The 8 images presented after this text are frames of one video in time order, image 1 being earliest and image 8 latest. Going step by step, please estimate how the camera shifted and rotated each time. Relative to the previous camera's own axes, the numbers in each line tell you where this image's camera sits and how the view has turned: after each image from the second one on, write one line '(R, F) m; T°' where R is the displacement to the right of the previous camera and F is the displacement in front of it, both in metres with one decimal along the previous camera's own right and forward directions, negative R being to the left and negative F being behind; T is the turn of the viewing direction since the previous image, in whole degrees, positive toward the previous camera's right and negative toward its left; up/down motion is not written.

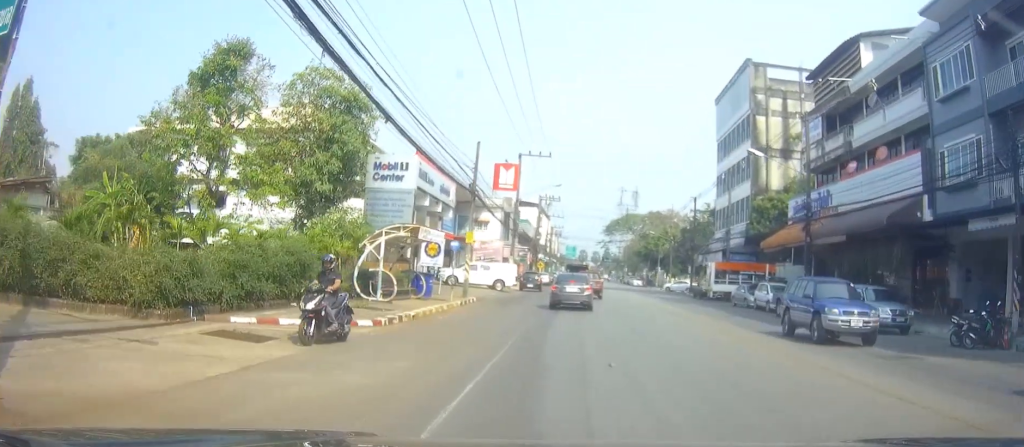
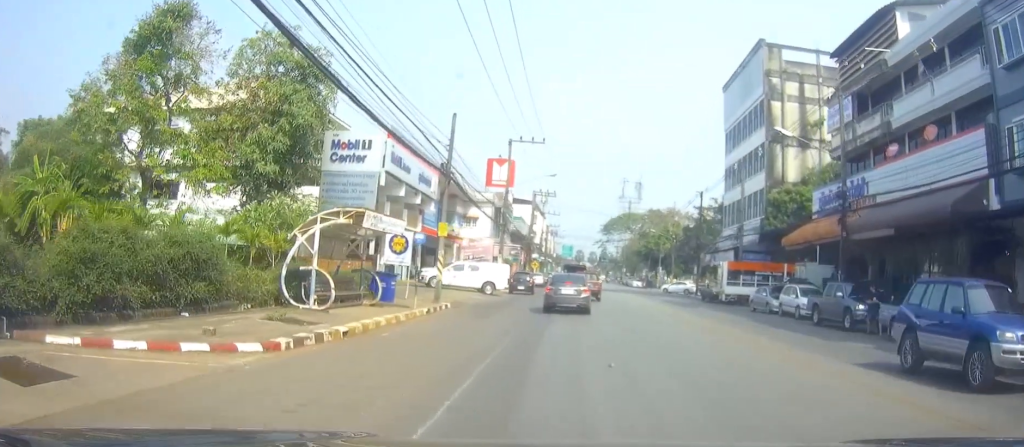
(+0.1, +5.8) m; 0°
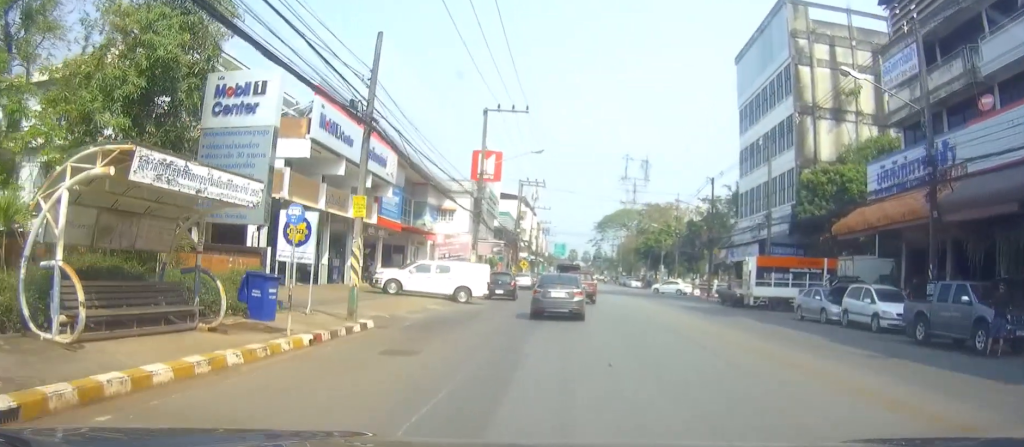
(0.0, +10.1) m; 0°
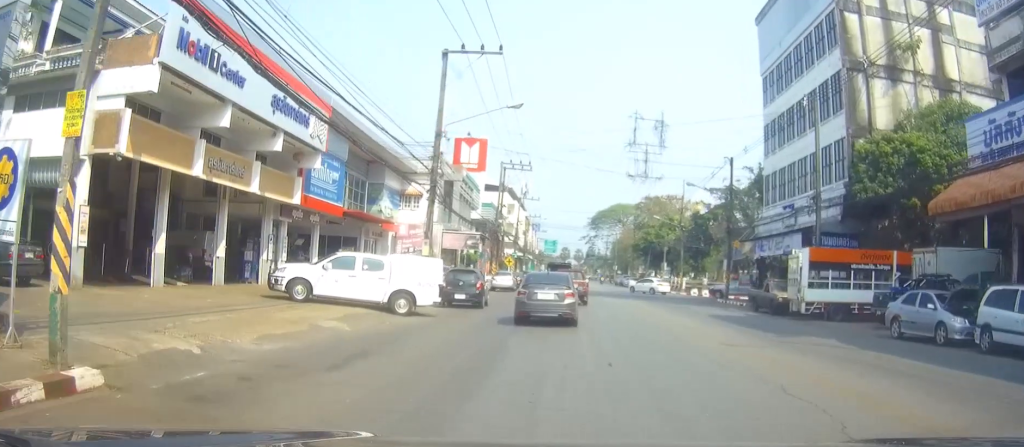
(0.0, +10.8) m; +1°
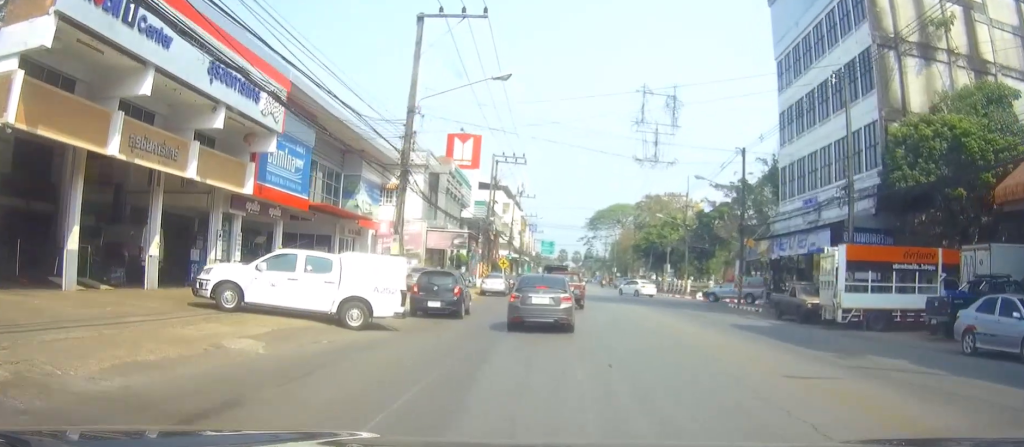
(+0.1, +4.8) m; -1°
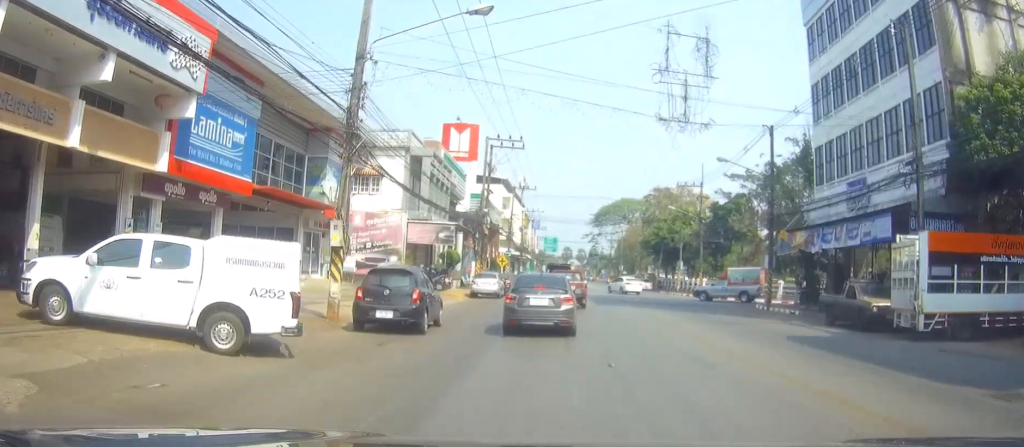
(-0.1, +6.4) m; -1°
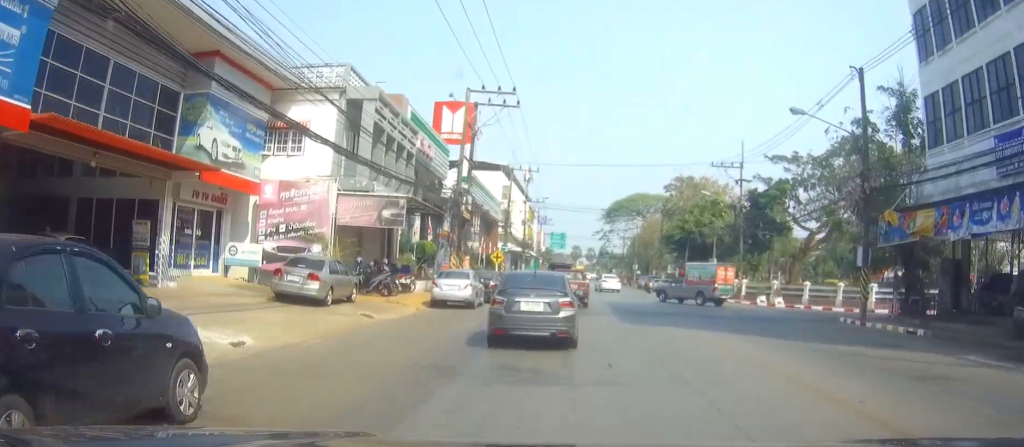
(-0.1, +12.9) m; -1°
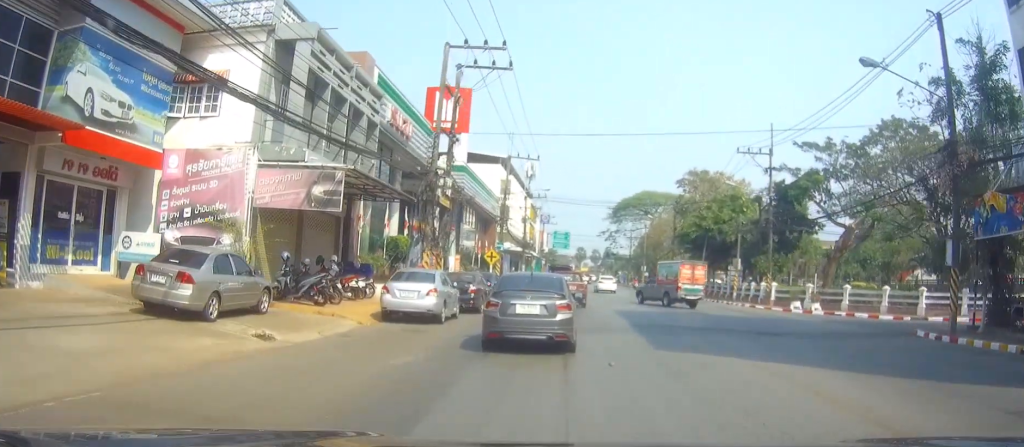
(-0.1, +7.4) m; -1°
